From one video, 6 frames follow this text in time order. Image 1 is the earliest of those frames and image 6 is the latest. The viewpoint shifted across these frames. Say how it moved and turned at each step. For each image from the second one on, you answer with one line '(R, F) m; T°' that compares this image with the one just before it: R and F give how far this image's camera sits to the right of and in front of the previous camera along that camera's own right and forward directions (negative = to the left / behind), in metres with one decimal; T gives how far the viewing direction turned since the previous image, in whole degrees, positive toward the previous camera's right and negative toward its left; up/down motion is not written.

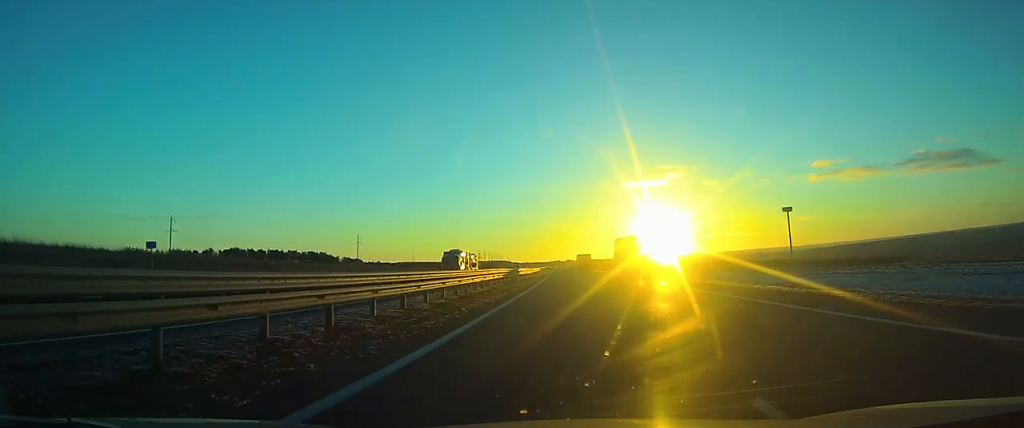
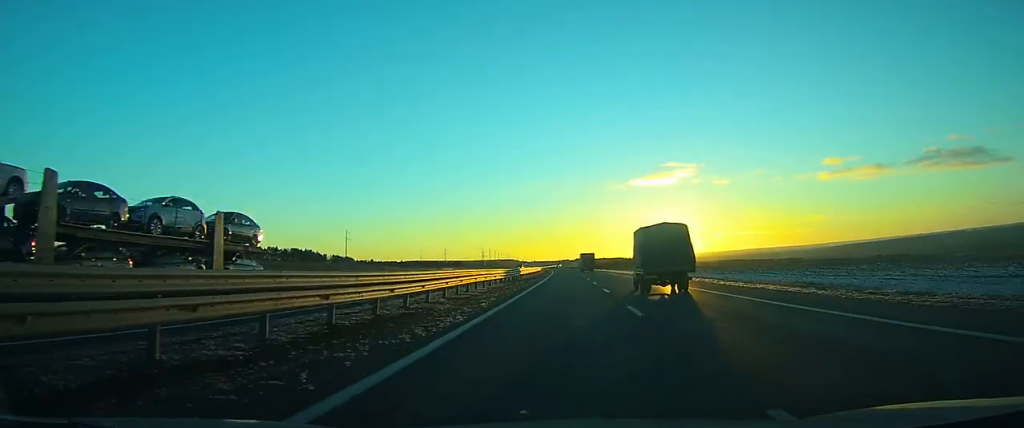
(-0.2, +34.6) m; -1°
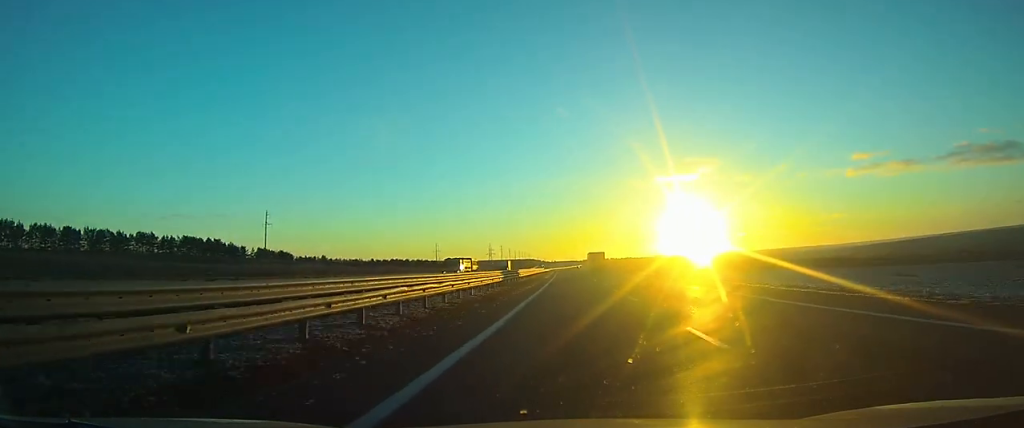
(-2.8, +126.3) m; -2°
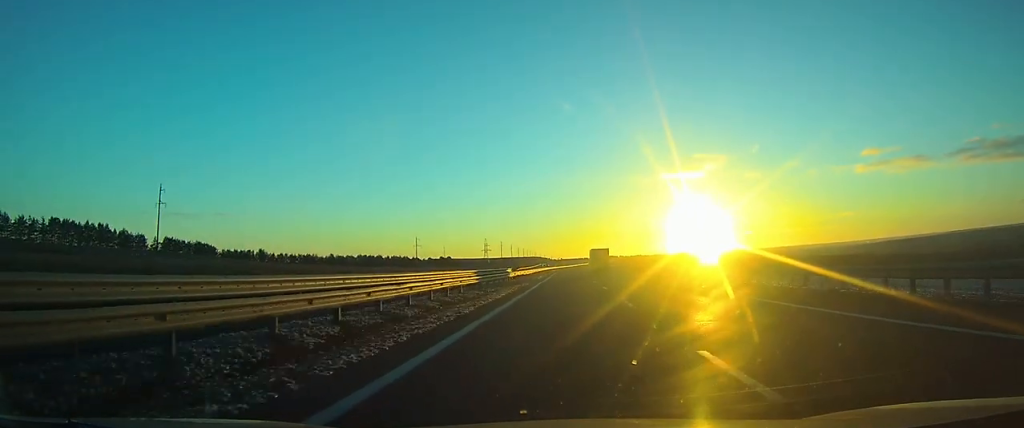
(-0.8, +78.0) m; -1°
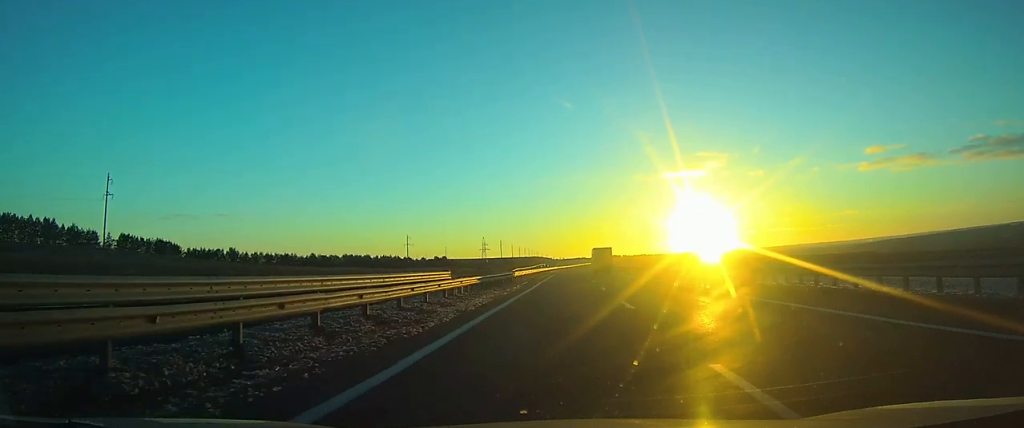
(-0.1, +25.7) m; 0°
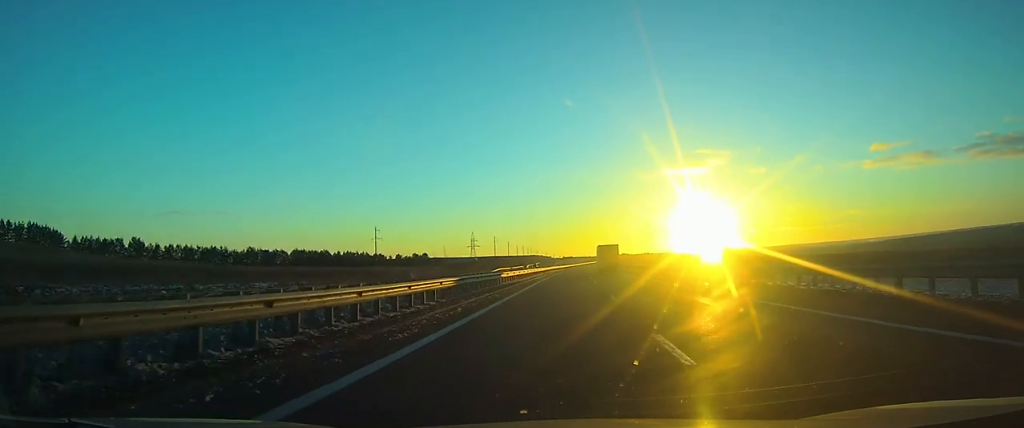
(-0.1, +57.7) m; 0°
